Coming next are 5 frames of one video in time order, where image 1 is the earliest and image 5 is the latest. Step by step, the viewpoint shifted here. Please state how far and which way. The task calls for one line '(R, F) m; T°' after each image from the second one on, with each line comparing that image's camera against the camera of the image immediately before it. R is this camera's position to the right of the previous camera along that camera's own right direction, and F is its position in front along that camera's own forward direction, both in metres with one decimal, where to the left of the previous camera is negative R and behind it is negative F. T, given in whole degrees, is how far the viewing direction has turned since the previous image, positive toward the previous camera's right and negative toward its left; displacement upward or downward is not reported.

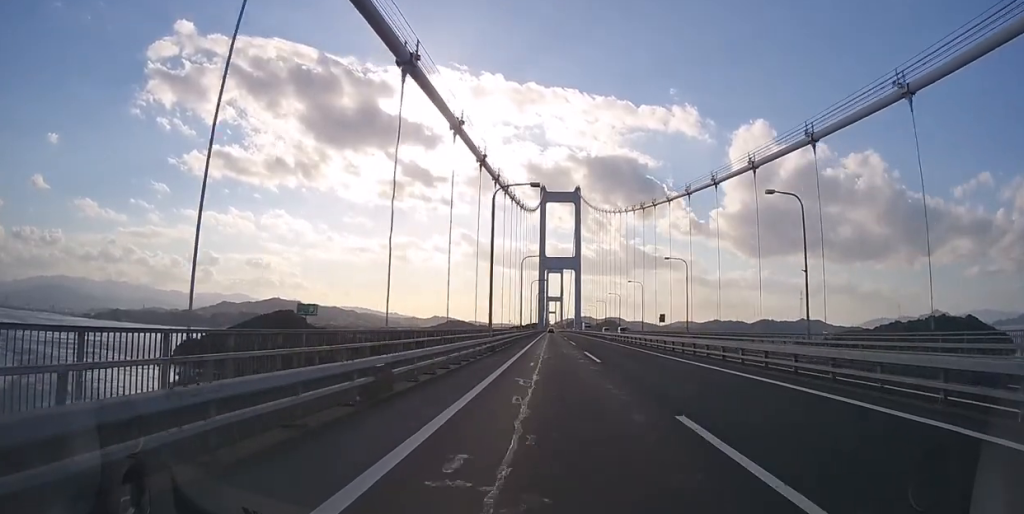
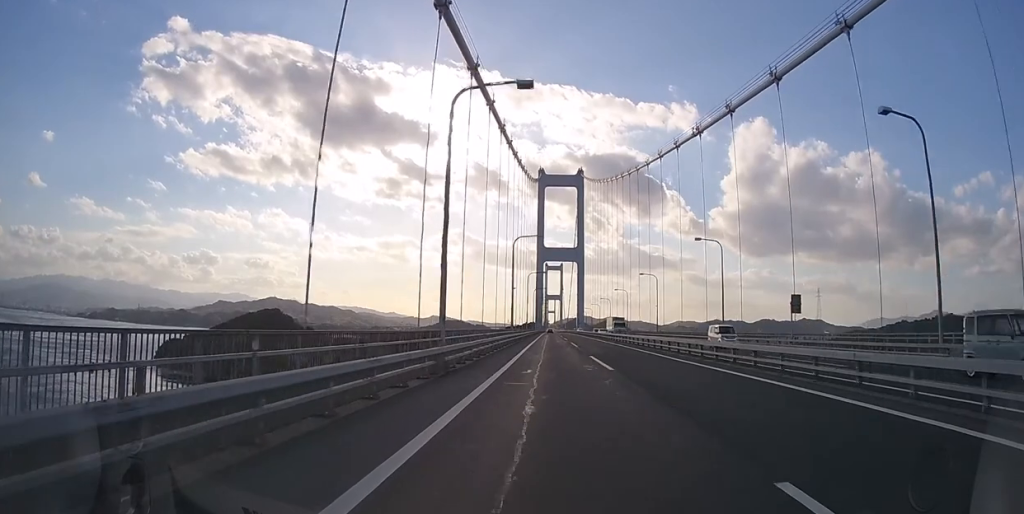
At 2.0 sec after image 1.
(+0.8, +44.0) m; +2°
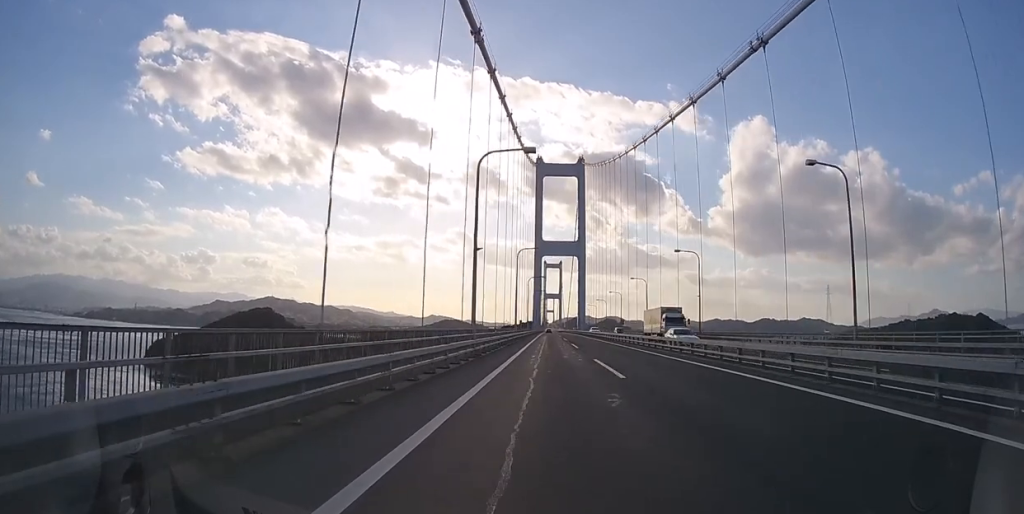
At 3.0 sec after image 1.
(+0.1, +23.2) m; +2°
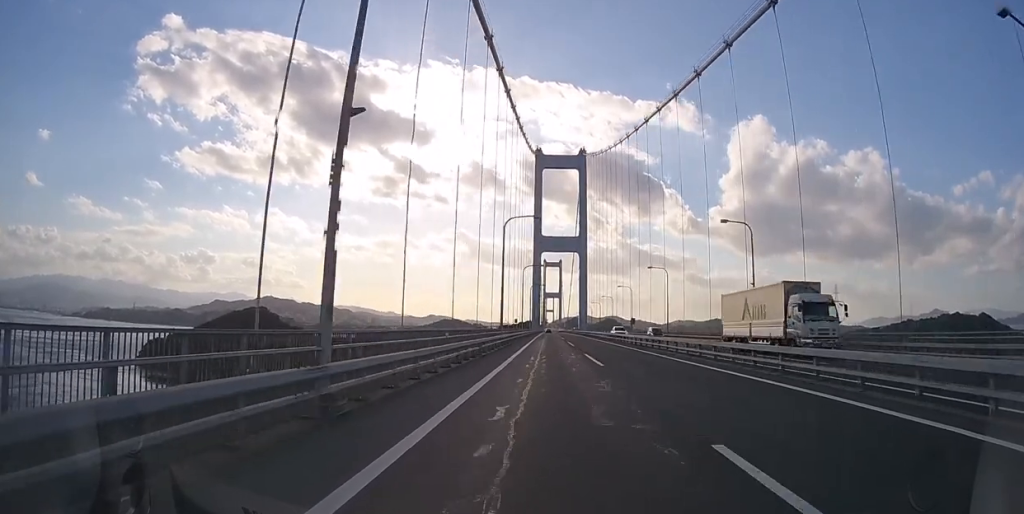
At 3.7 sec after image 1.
(+0.4, +15.8) m; -1°
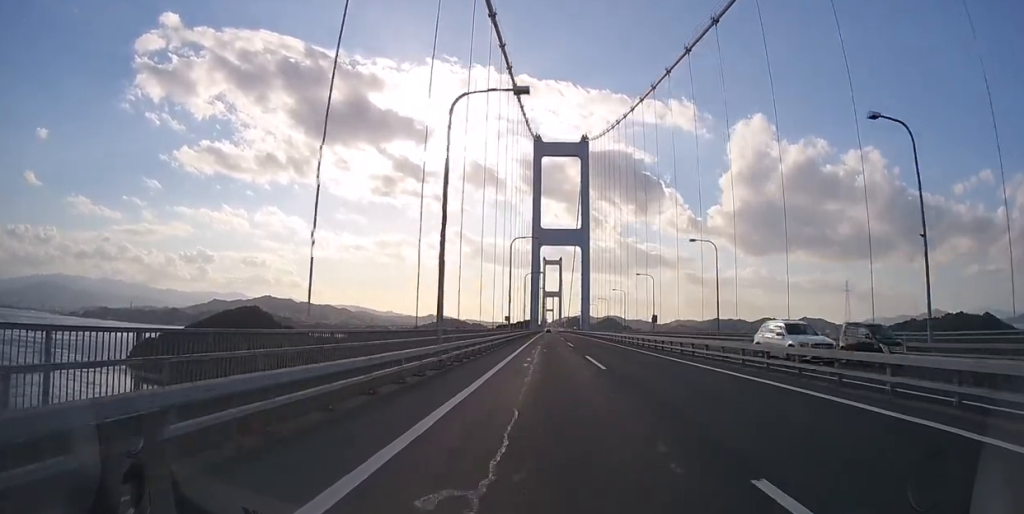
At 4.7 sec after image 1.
(-0.4, +21.4) m; -3°
